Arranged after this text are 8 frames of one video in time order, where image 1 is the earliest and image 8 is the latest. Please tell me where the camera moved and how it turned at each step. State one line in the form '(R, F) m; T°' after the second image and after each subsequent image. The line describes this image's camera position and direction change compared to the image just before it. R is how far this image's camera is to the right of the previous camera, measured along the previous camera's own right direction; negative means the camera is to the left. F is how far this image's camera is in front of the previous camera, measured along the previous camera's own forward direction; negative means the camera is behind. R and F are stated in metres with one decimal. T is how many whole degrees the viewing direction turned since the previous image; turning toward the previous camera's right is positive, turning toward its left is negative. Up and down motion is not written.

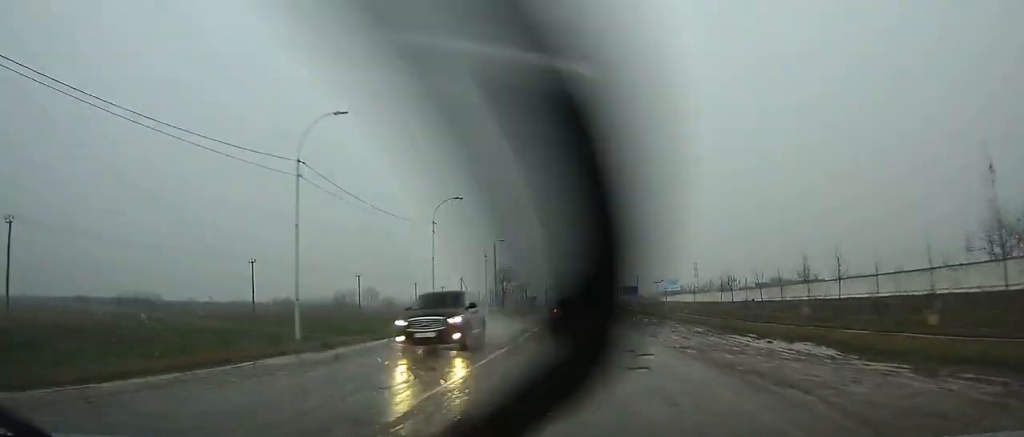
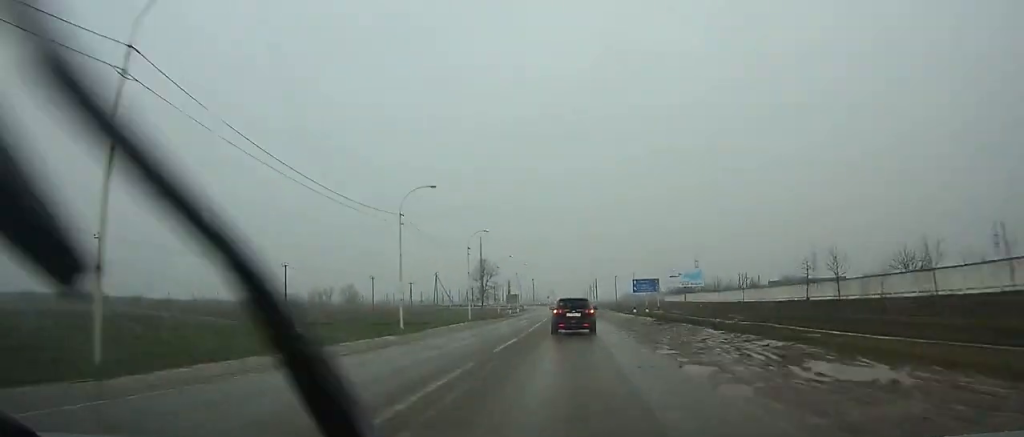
(0.0, +30.0) m; 0°
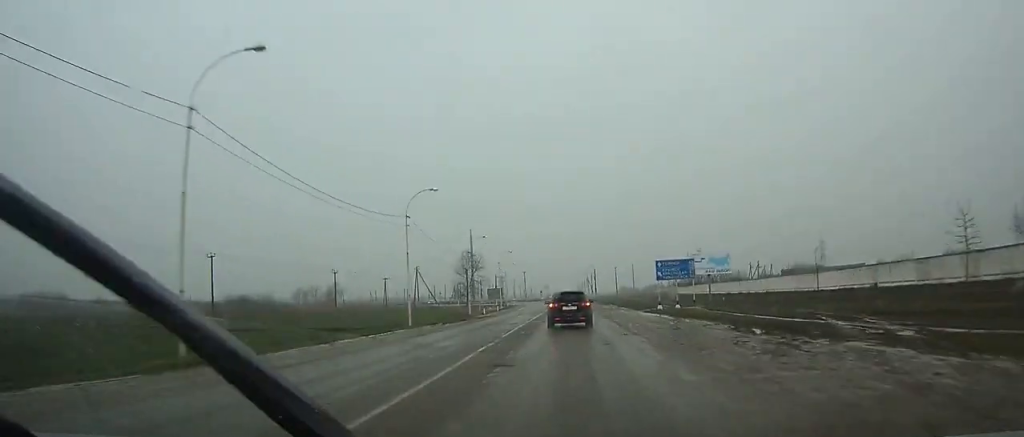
(-0.1, +20.9) m; 0°
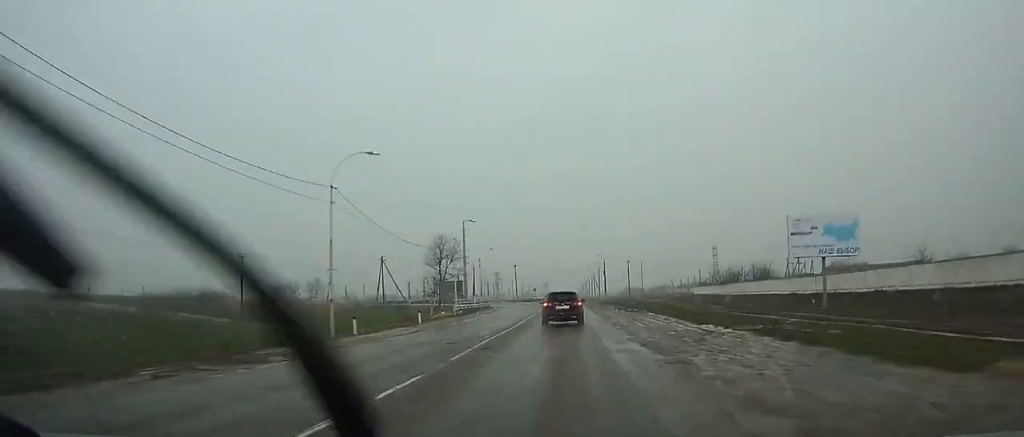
(+0.3, +37.0) m; +1°
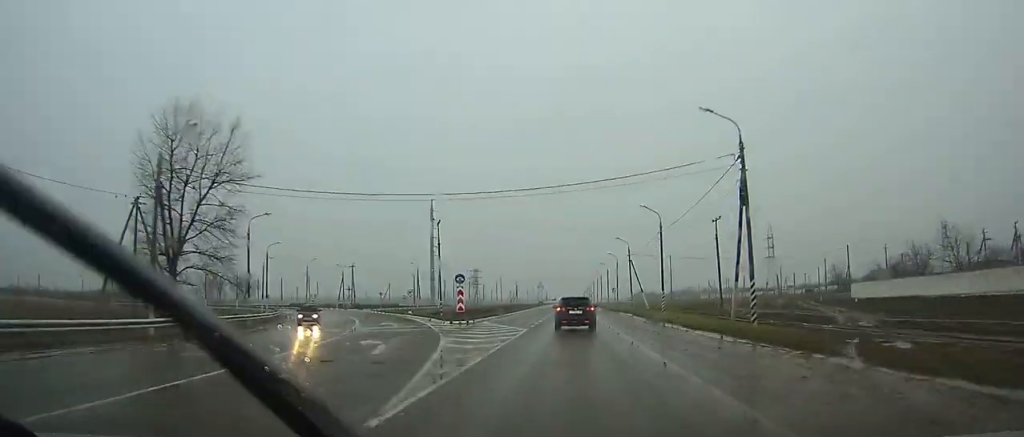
(-0.9, +91.9) m; -1°
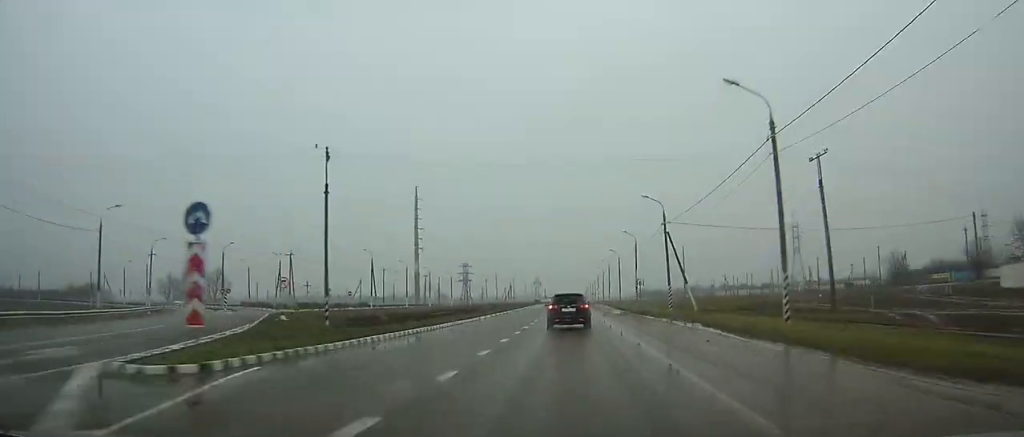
(0.0, +28.3) m; 0°
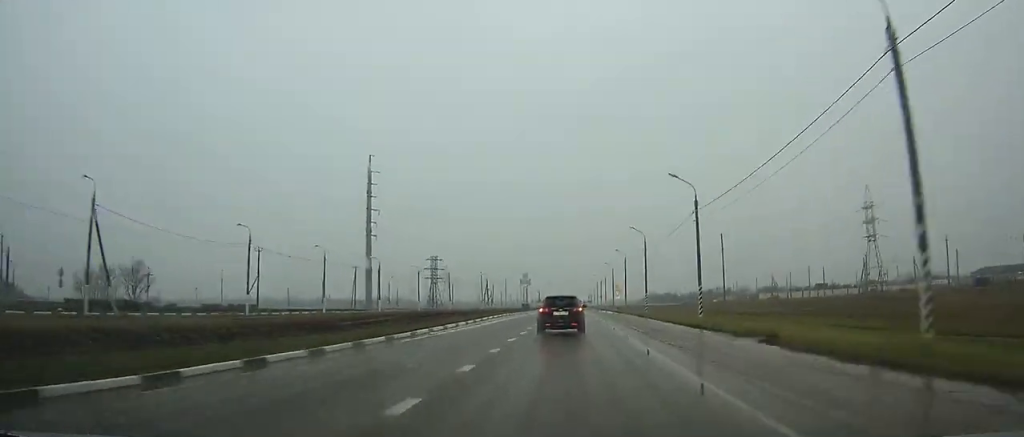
(+0.2, +58.3) m; 0°
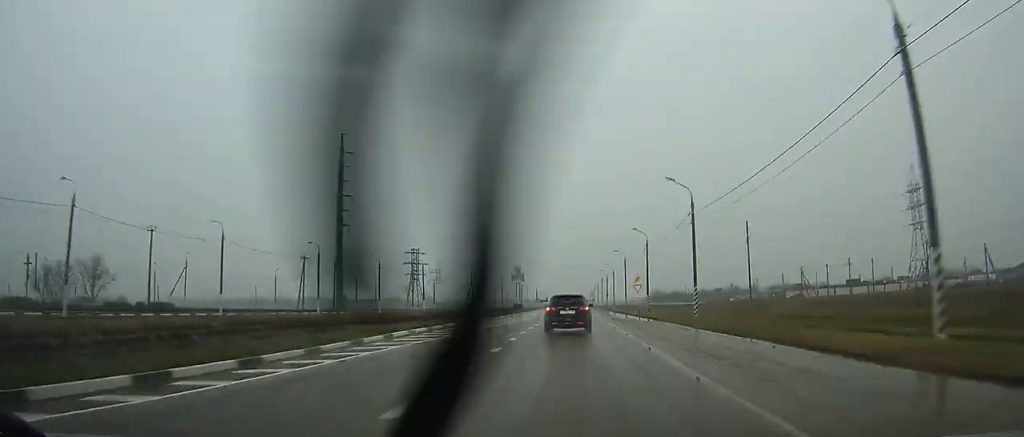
(0.0, +24.1) m; 0°
